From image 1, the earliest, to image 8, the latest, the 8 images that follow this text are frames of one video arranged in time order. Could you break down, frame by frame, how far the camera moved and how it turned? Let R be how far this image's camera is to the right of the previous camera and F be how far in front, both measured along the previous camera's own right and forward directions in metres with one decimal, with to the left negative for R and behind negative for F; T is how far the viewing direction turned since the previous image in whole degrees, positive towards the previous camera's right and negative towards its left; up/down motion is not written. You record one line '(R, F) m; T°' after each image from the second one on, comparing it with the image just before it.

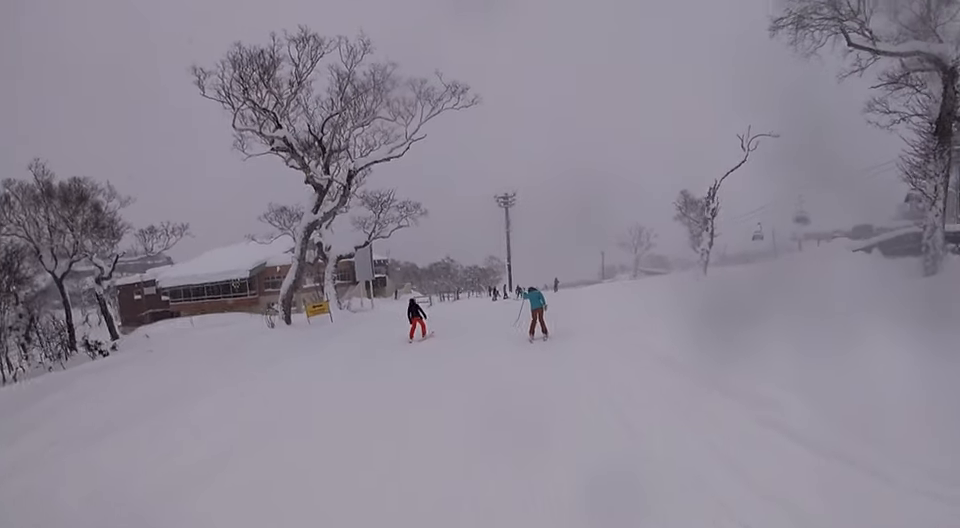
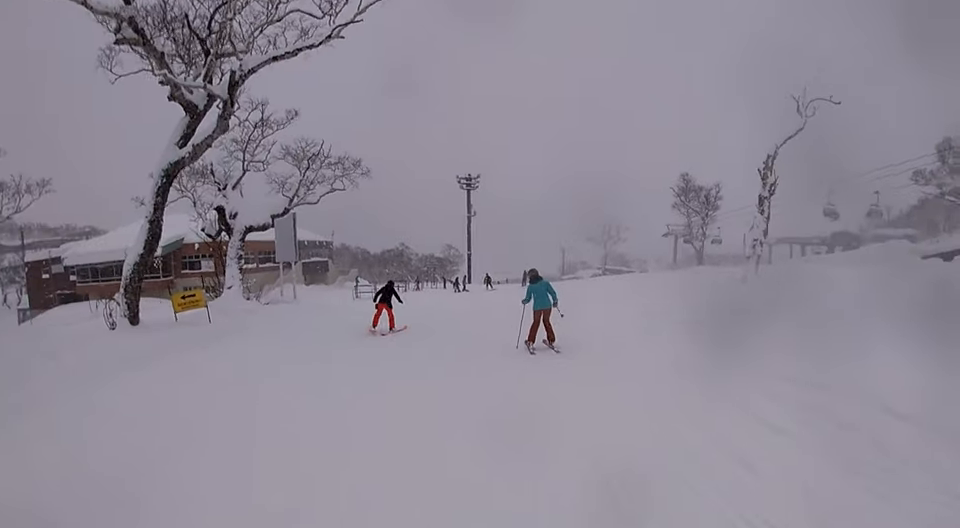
(-2.2, +8.2) m; -16°
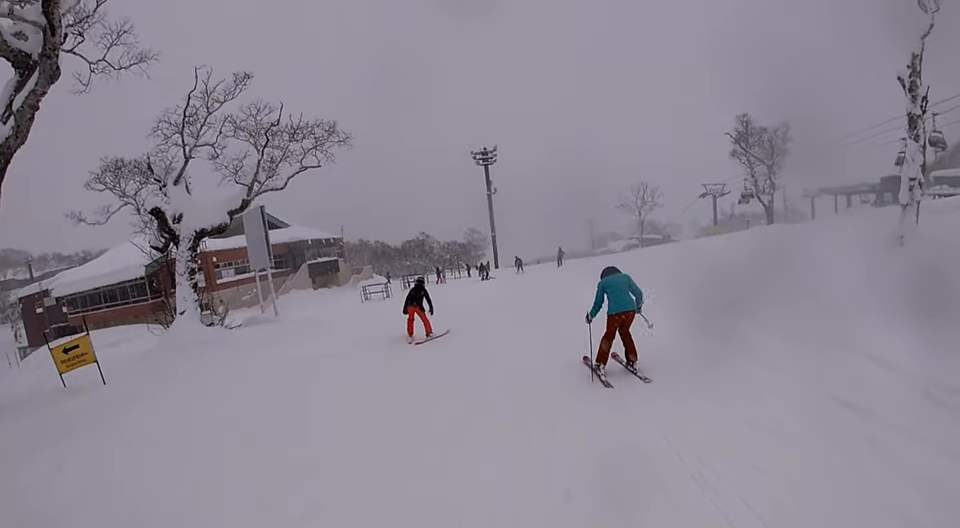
(0.0, +6.5) m; +2°
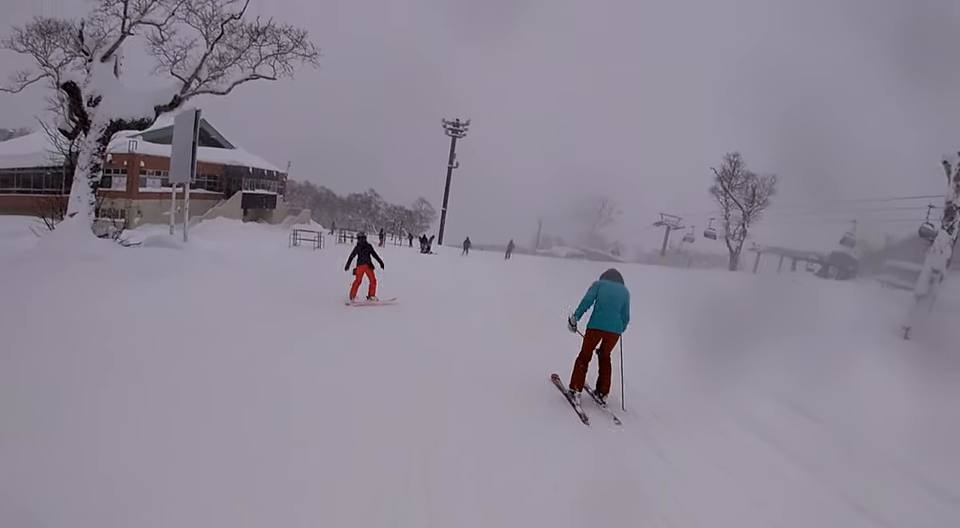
(0.0, +2.7) m; +7°
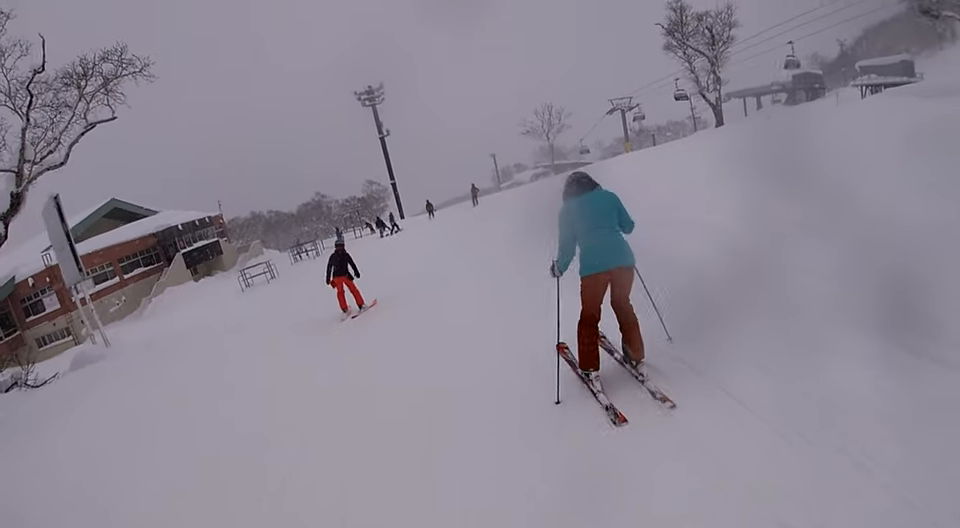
(+0.3, +3.8) m; +11°
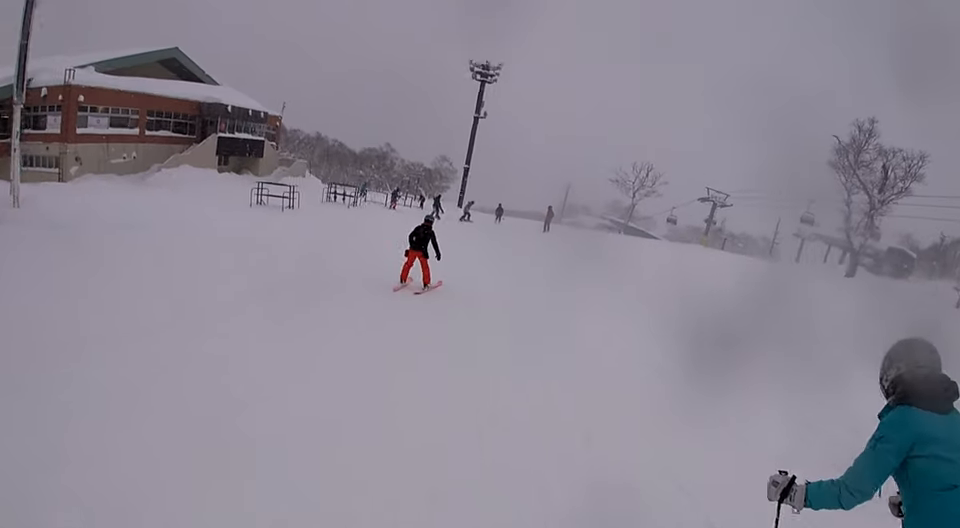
(-0.2, +6.3) m; -14°
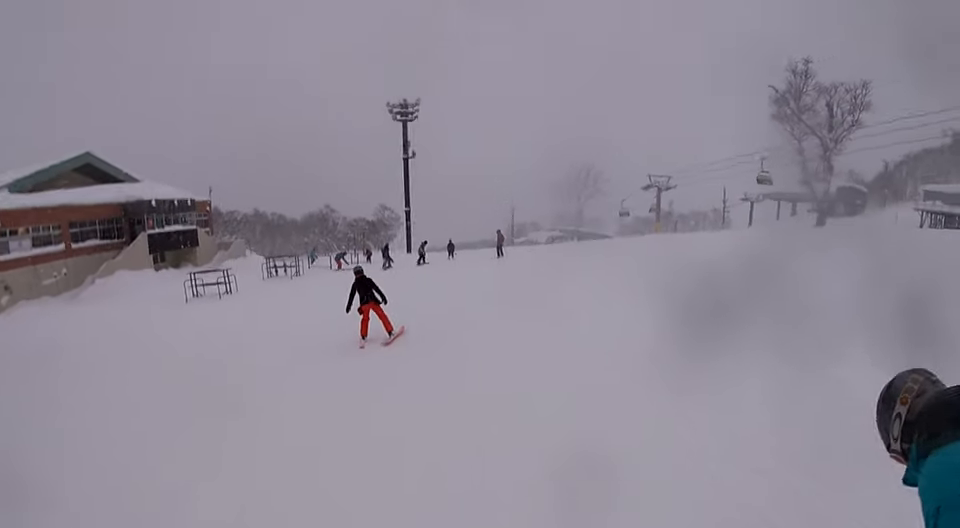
(-0.2, +1.9) m; -6°
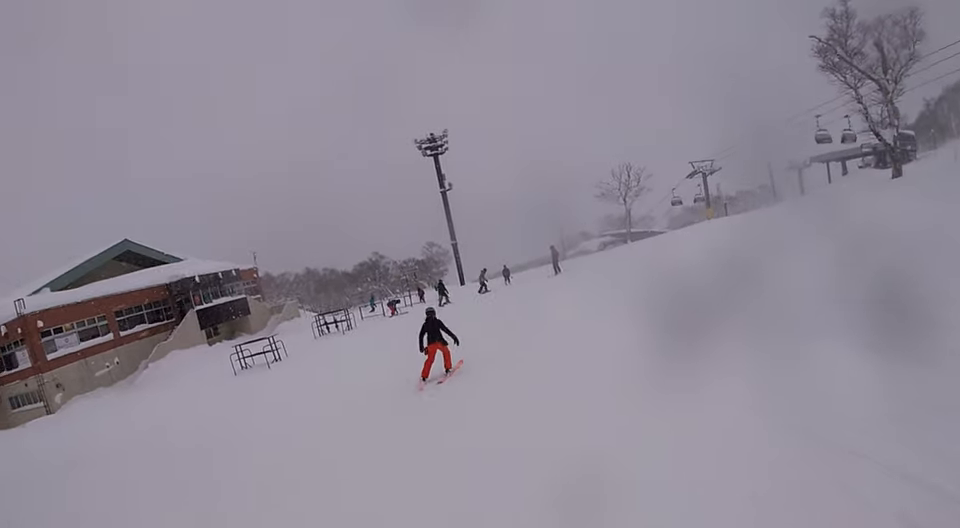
(0.0, +2.2) m; 0°
